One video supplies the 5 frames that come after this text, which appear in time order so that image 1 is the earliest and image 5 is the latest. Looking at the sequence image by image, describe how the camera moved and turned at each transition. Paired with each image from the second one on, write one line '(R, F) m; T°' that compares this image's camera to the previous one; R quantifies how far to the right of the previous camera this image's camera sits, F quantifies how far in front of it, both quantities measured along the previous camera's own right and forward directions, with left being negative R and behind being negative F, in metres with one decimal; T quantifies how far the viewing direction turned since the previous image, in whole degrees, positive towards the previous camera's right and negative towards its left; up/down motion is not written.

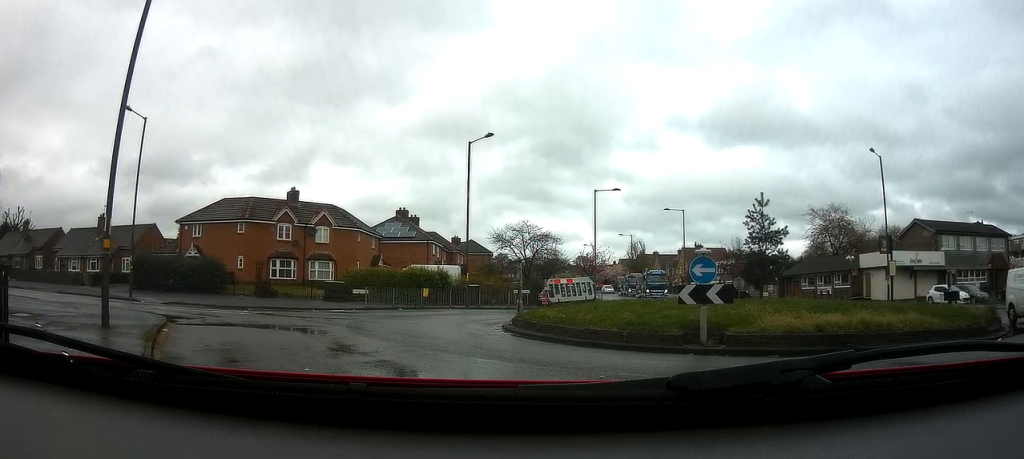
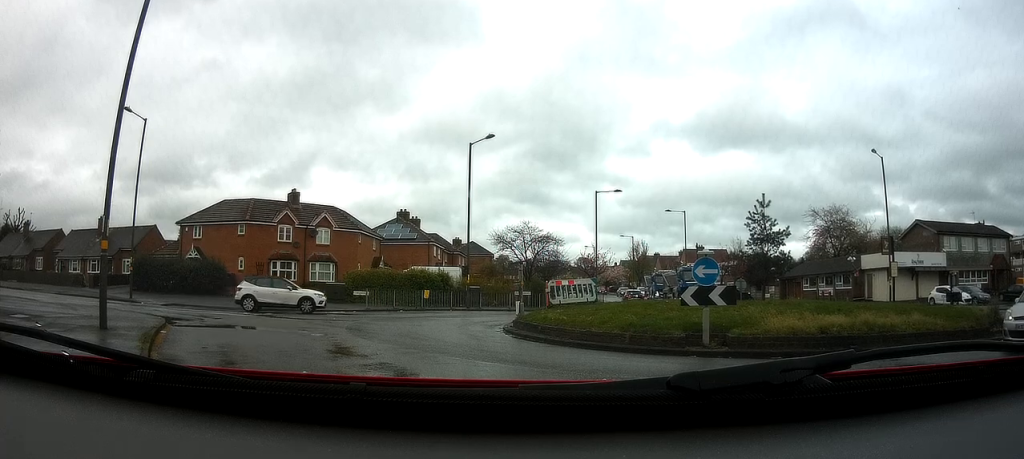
(-0.3, +1.2) m; 0°
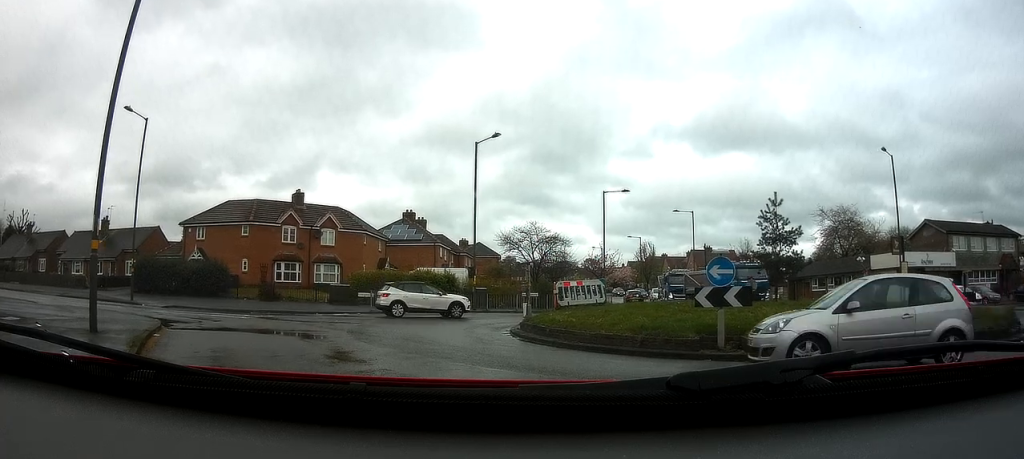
(-0.1, +0.4) m; 0°
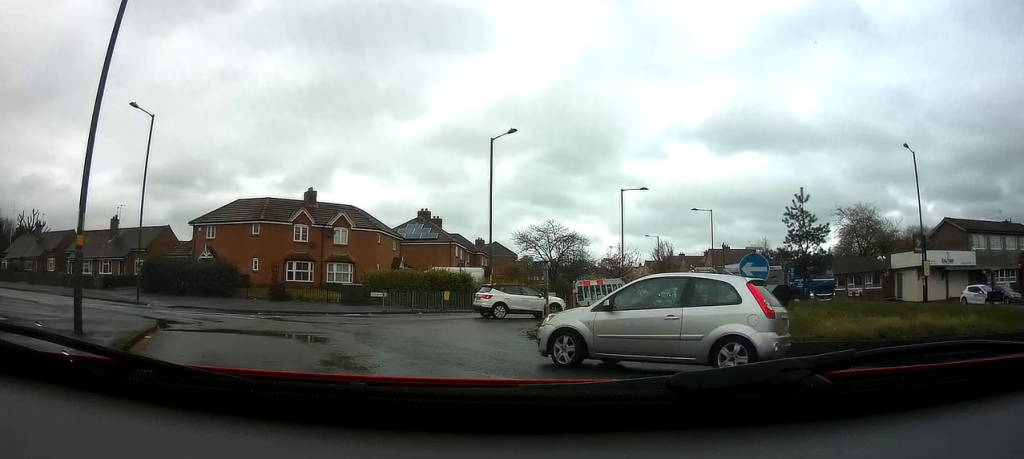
(-0.1, +0.3) m; 0°
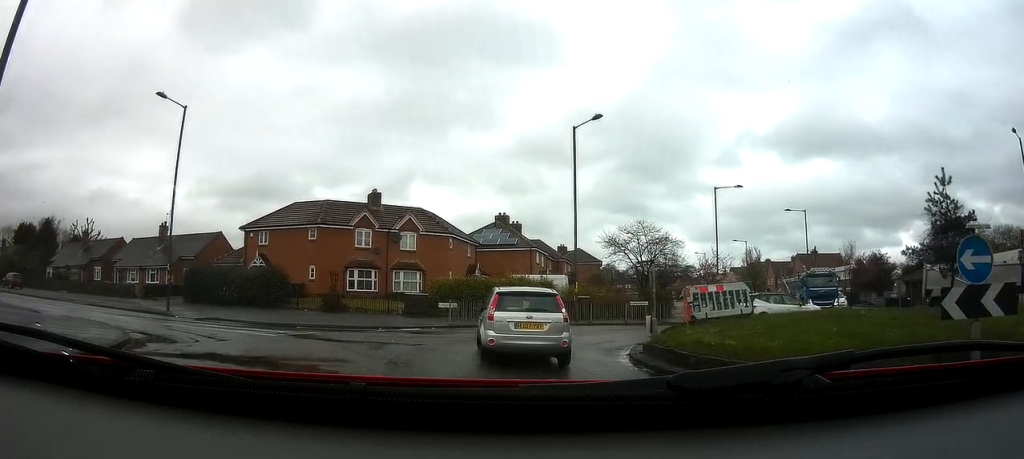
(-0.2, +0.8) m; 0°
